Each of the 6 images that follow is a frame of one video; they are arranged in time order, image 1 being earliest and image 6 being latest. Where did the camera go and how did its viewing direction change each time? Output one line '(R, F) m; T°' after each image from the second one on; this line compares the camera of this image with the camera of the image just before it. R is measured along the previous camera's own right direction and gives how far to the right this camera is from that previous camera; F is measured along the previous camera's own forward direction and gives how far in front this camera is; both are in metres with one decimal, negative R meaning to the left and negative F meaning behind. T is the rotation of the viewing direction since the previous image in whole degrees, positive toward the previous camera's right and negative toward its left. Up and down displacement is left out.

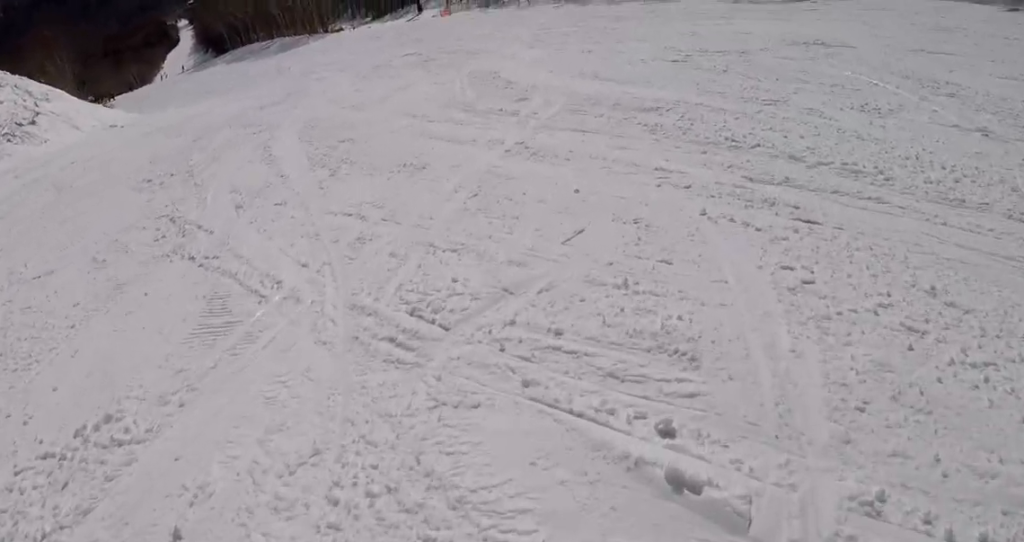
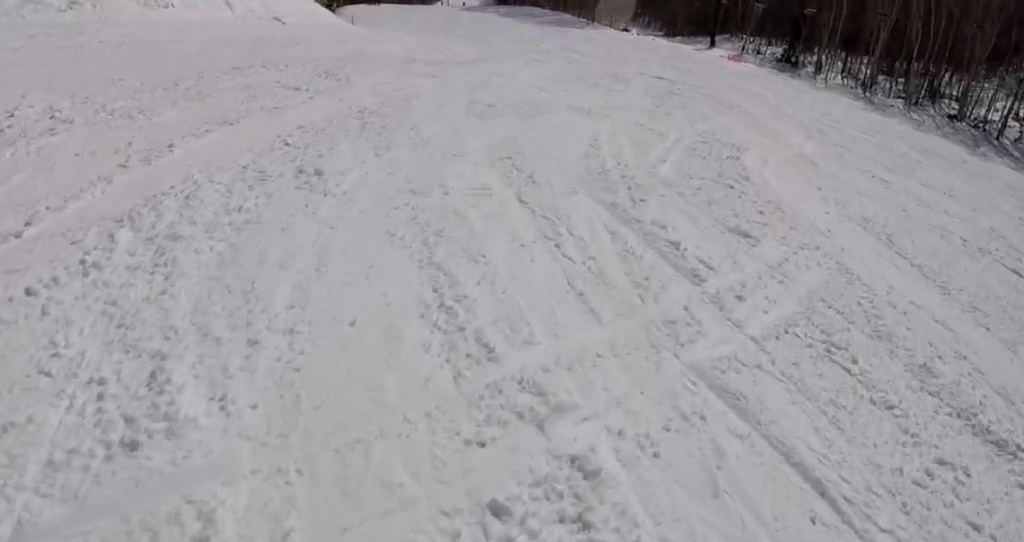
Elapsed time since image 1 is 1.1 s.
(-1.4, +5.4) m; -23°
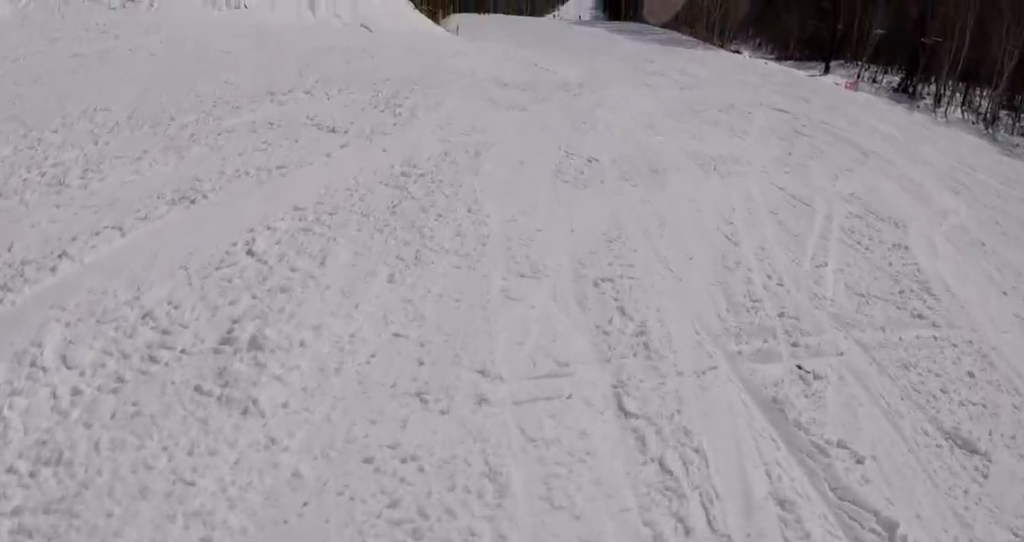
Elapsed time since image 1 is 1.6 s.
(-0.2, +2.4) m; -5°
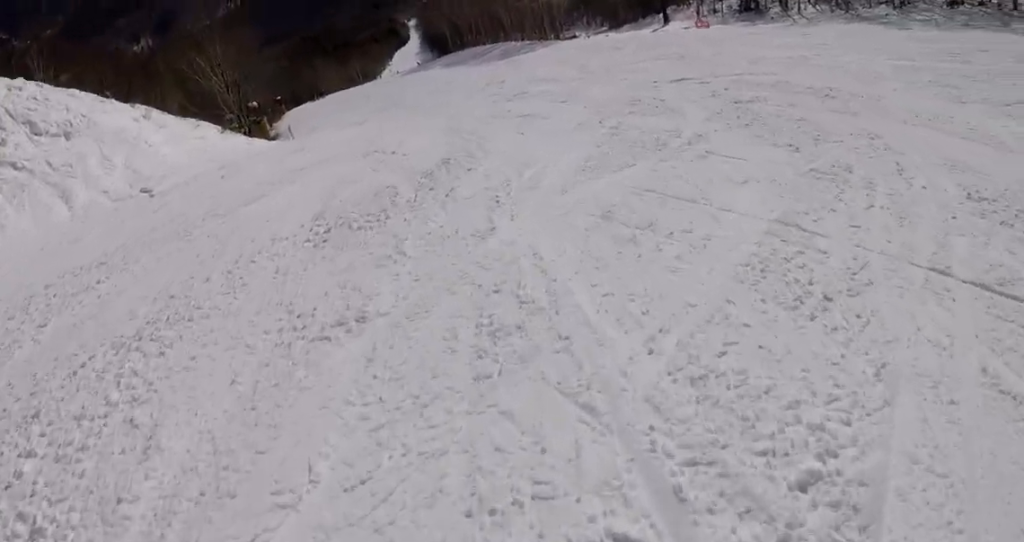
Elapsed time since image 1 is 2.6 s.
(0.0, +5.5) m; +5°
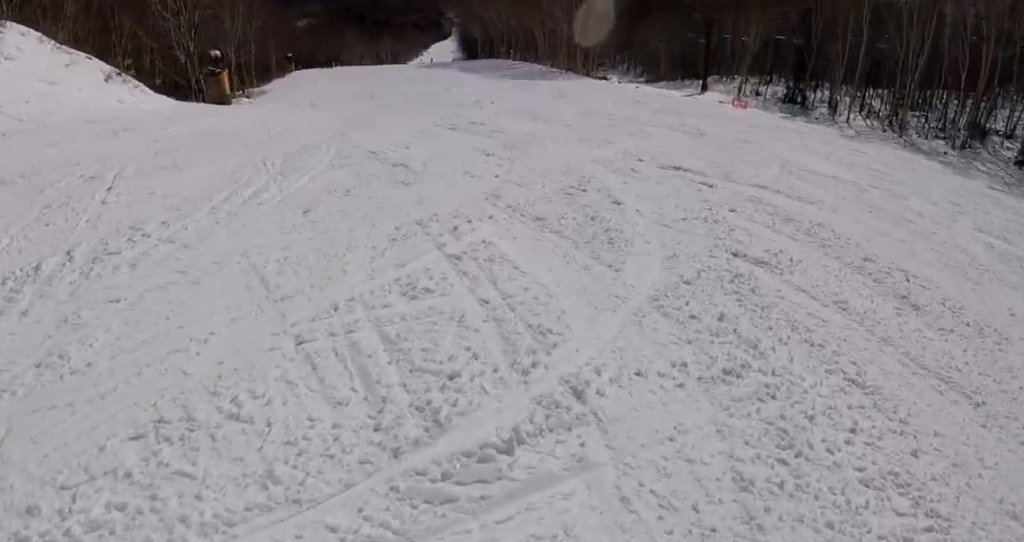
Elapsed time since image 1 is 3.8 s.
(+0.4, +6.5) m; -2°
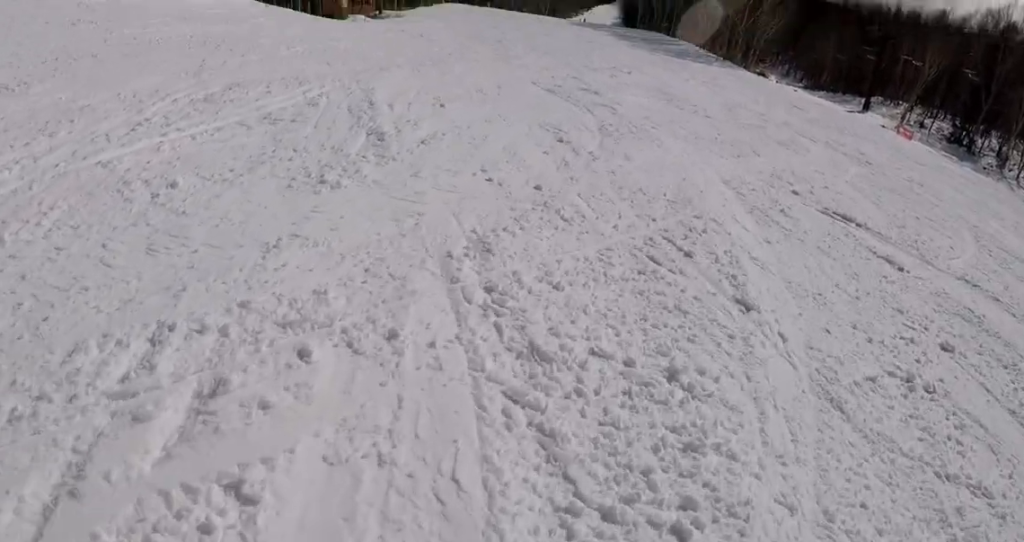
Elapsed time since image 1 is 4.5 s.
(-0.4, +4.3) m; -4°
